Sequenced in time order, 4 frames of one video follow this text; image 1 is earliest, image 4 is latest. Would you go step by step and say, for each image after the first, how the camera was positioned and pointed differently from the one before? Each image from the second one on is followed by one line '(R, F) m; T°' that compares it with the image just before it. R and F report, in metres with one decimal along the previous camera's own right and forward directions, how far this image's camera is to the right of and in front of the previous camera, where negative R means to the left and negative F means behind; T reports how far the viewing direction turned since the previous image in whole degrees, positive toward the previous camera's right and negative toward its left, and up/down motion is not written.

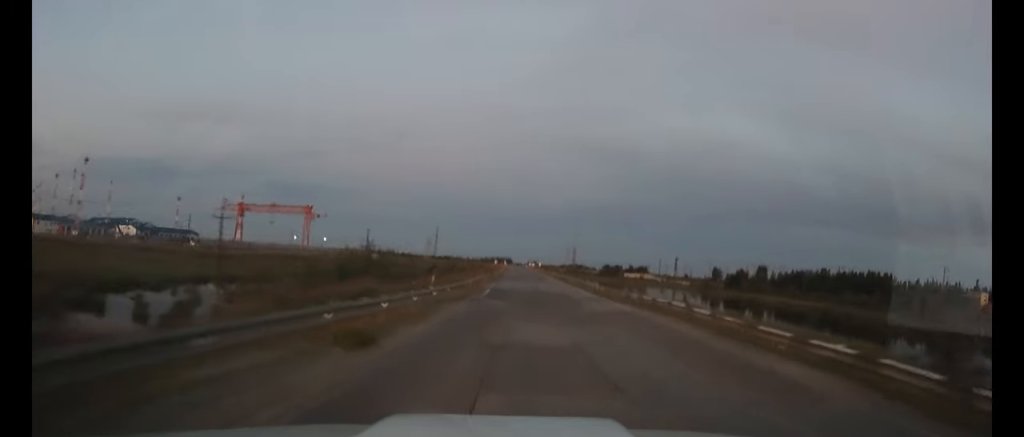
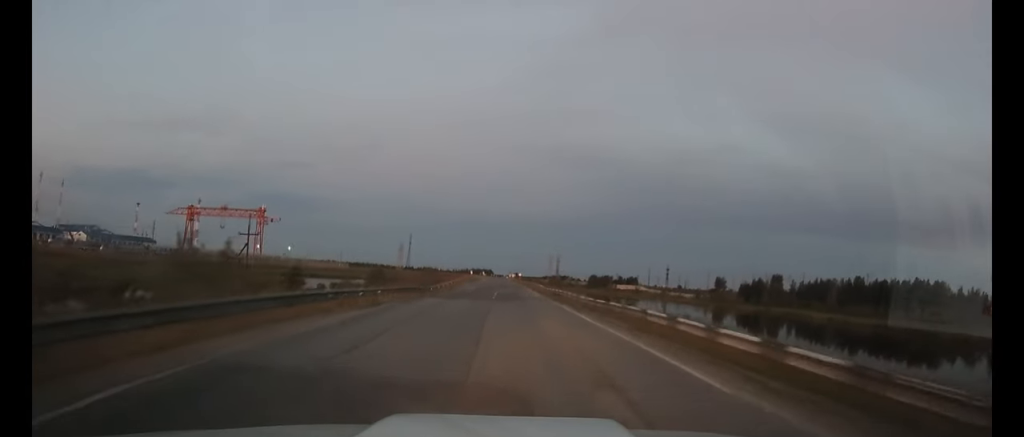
(+1.1, +36.7) m; +2°
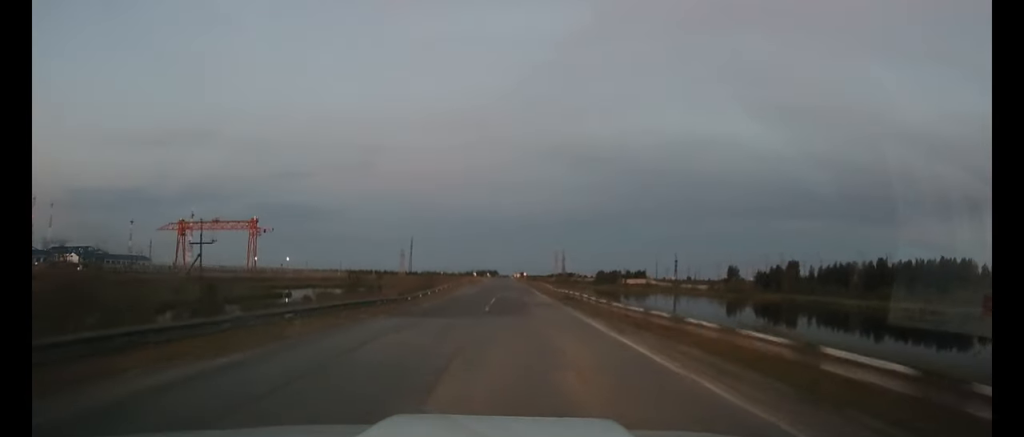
(0.0, +10.6) m; 0°
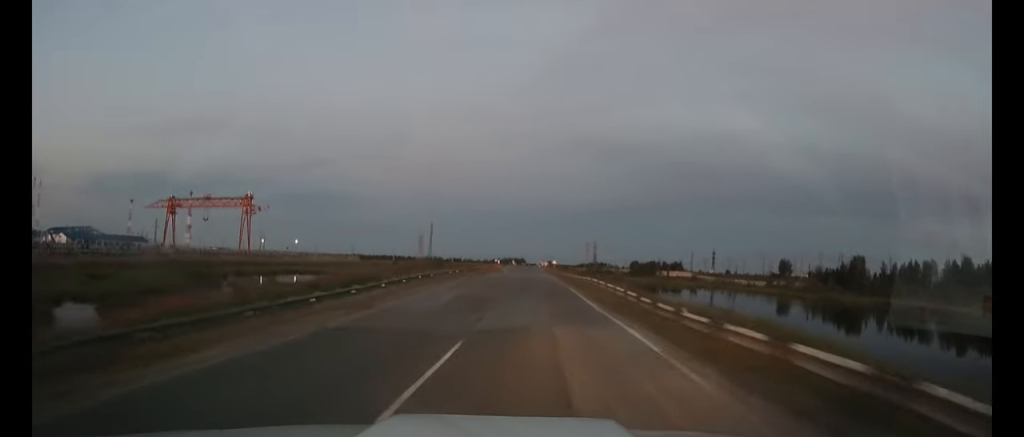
(-0.5, +30.8) m; -2°
